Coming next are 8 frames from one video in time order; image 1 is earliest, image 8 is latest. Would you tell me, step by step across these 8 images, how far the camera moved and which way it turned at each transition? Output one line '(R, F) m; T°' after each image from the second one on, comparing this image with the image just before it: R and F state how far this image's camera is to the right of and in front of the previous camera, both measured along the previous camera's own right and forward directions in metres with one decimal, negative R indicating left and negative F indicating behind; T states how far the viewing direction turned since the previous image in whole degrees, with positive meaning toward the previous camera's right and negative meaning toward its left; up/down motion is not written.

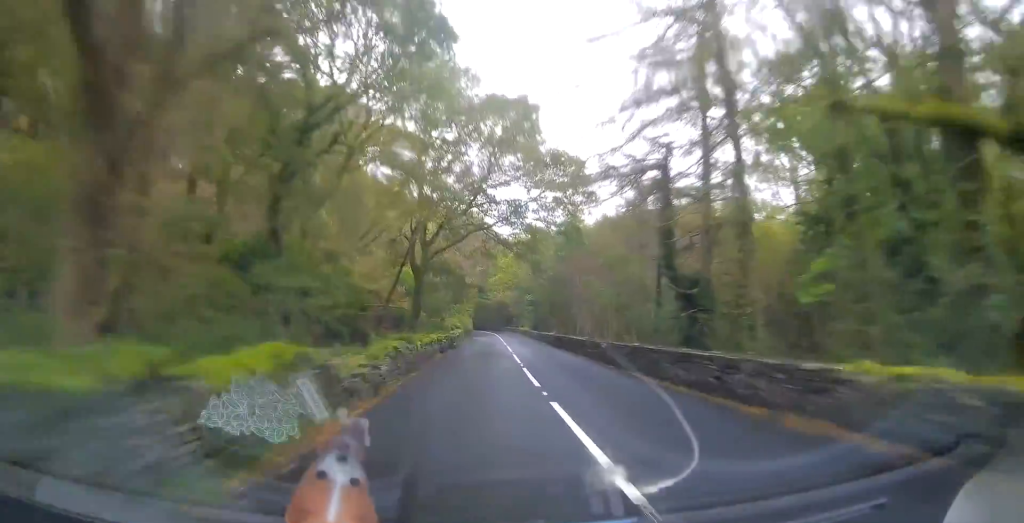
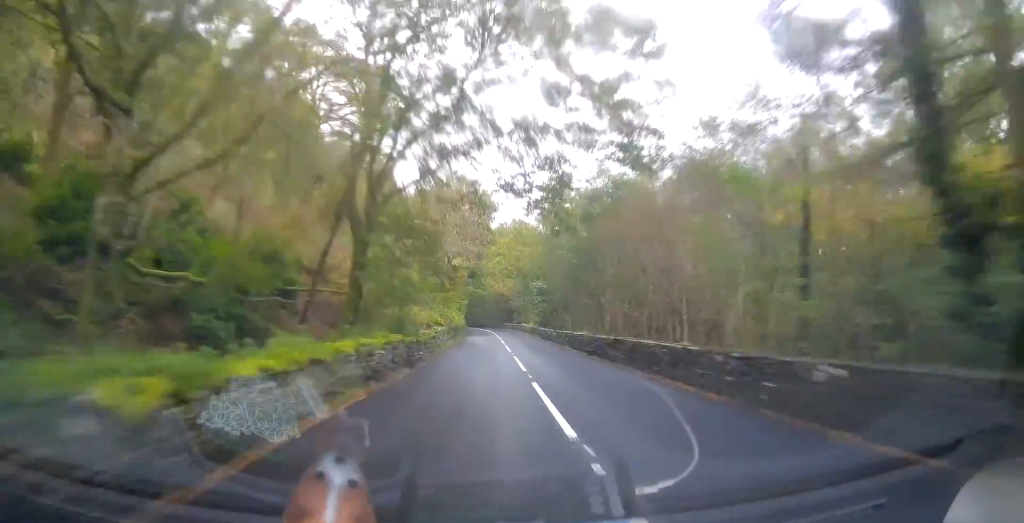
(-0.1, +16.1) m; -1°
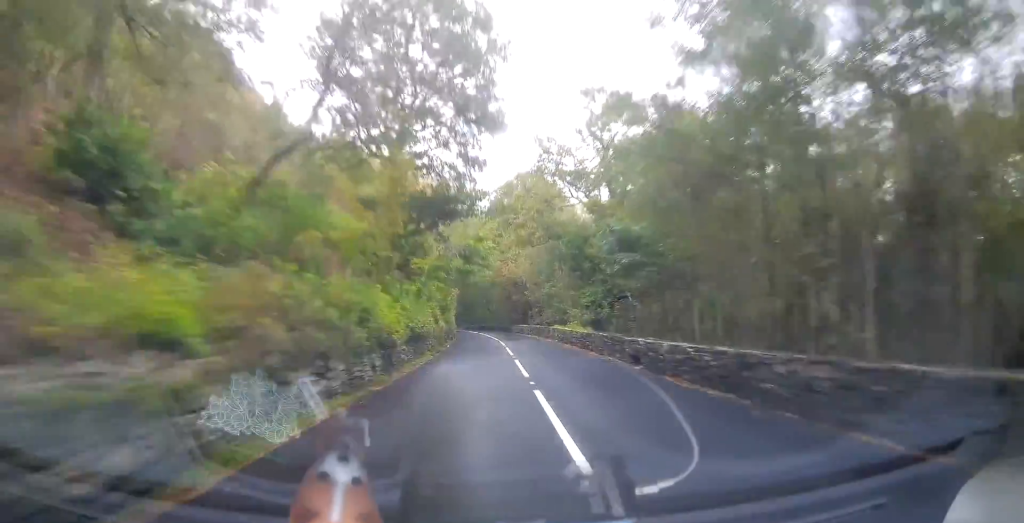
(-0.3, +31.0) m; -2°
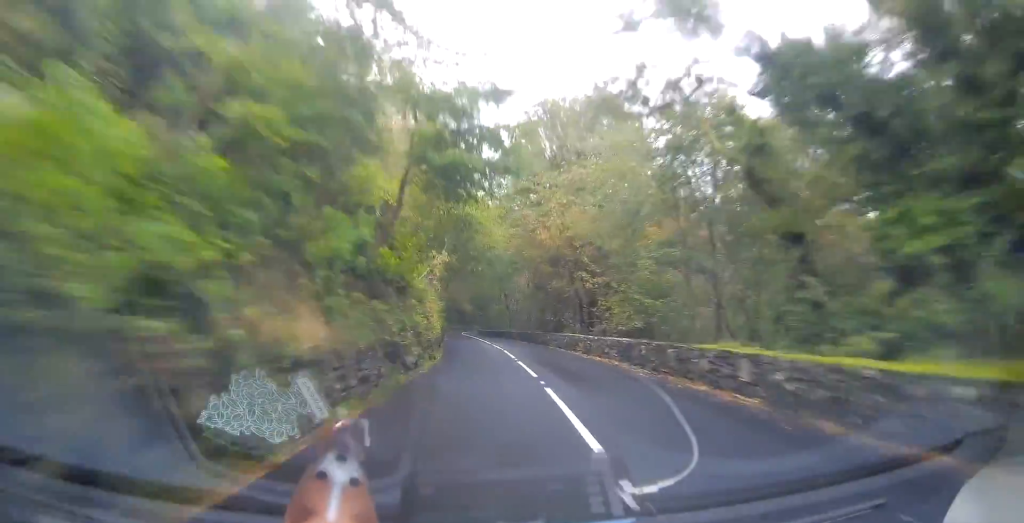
(-0.6, +26.7) m; -2°
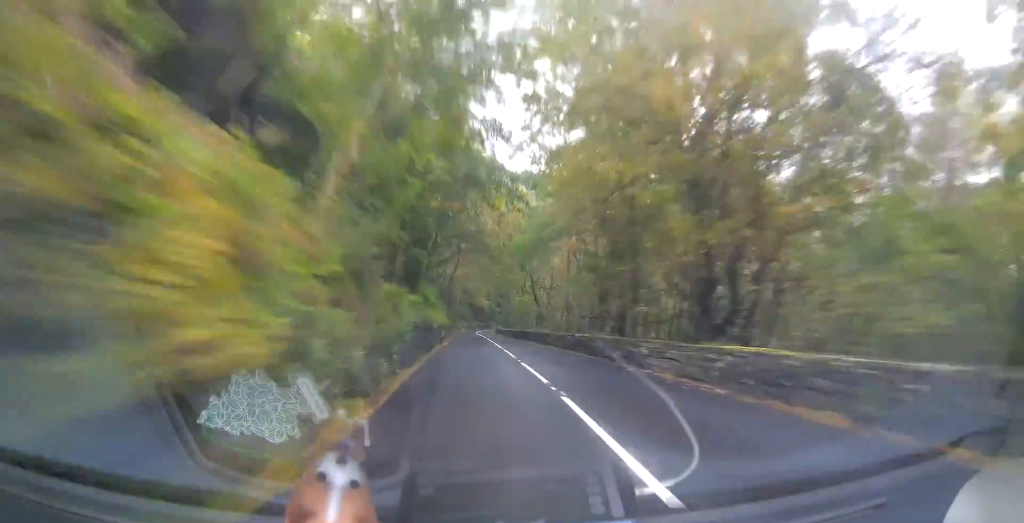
(-0.1, +20.2) m; -1°
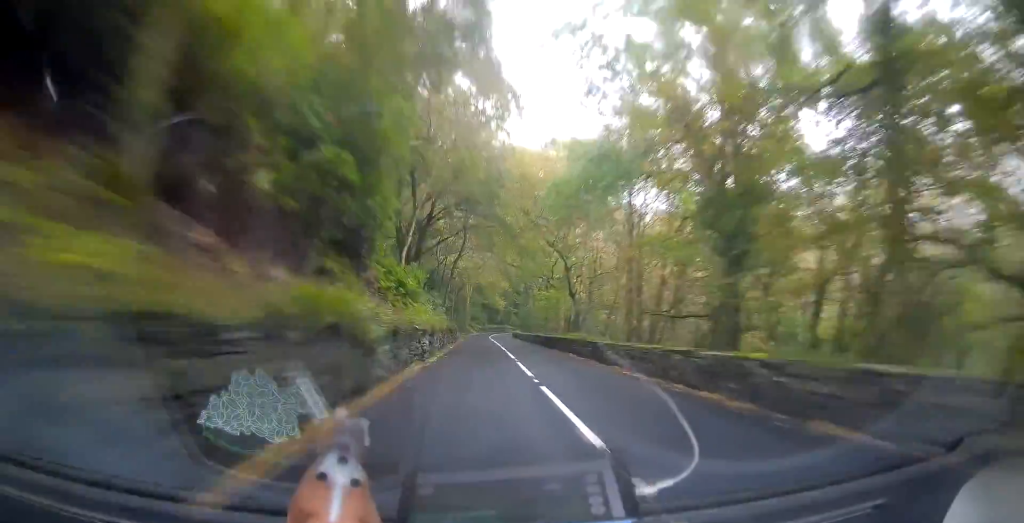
(-0.1, +15.8) m; -1°
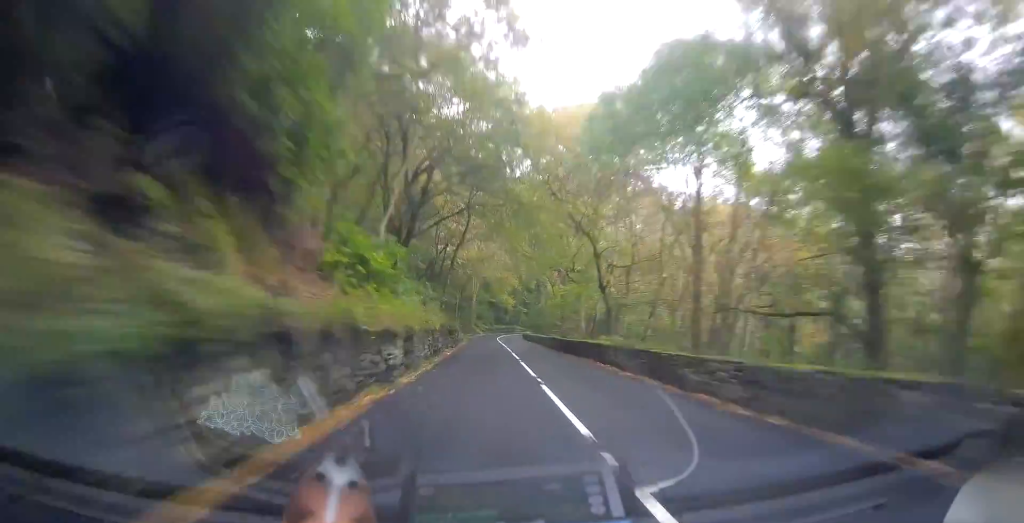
(-0.1, +8.3) m; 0°
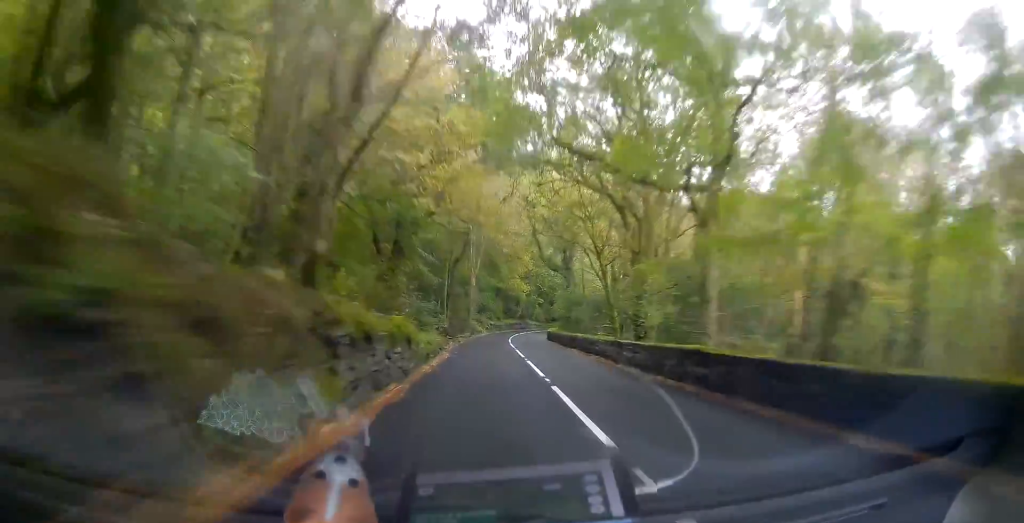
(+0.1, +27.7) m; 0°
